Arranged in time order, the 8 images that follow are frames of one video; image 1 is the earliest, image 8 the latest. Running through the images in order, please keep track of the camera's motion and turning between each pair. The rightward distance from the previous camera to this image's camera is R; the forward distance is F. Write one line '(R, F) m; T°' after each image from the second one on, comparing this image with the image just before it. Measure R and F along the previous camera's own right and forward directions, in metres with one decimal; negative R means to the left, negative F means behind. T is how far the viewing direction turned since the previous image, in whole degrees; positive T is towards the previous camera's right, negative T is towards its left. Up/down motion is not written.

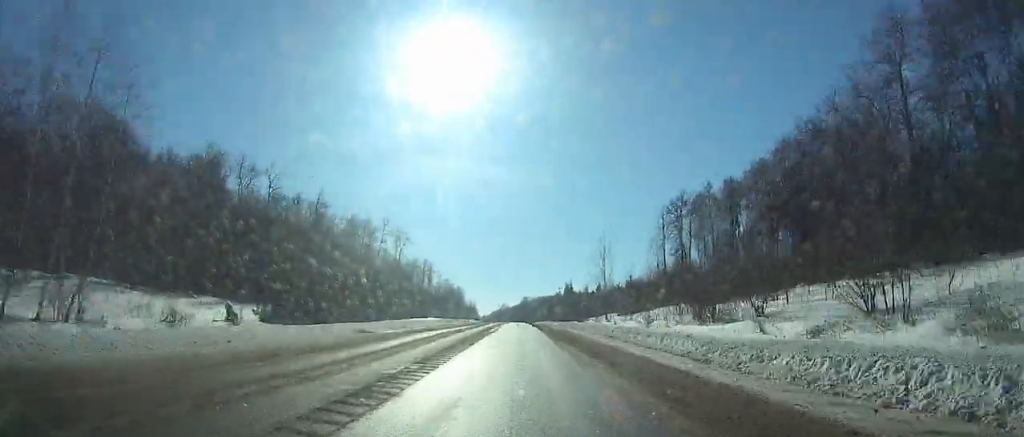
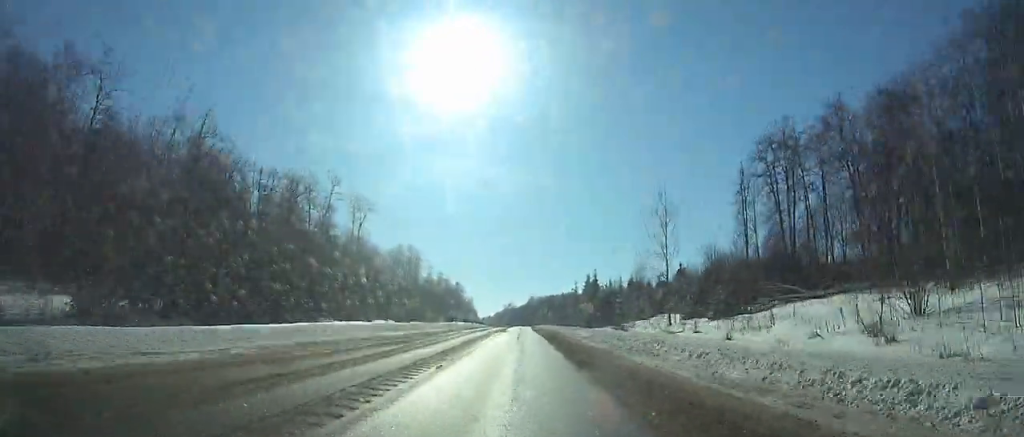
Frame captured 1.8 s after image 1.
(-0.2, +39.6) m; 0°
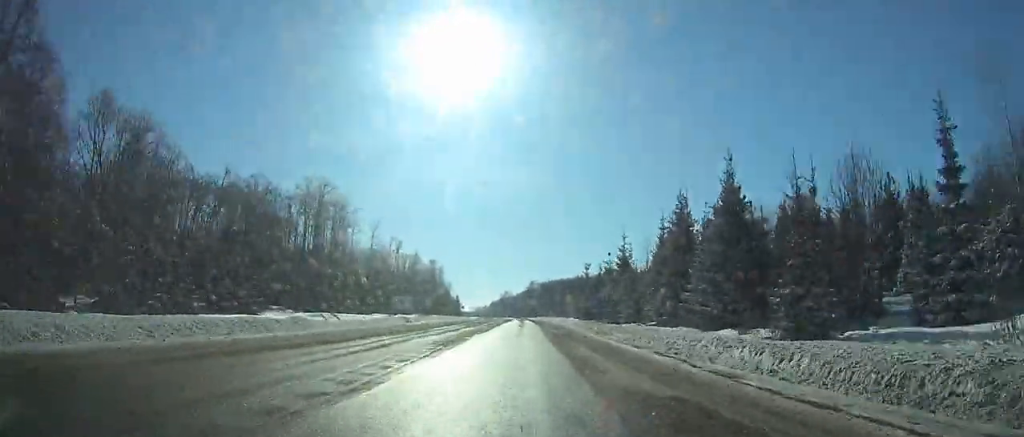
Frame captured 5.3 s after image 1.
(0.0, +75.6) m; 0°
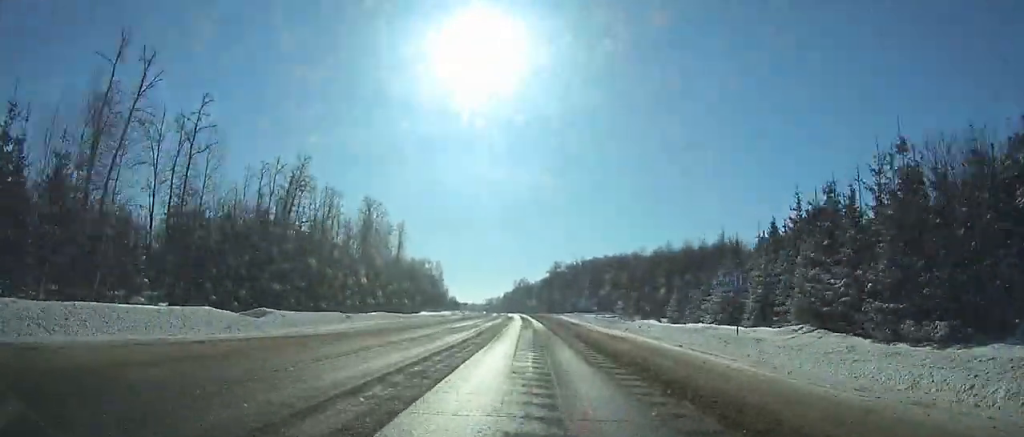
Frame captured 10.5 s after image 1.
(-1.0, +103.7) m; -2°
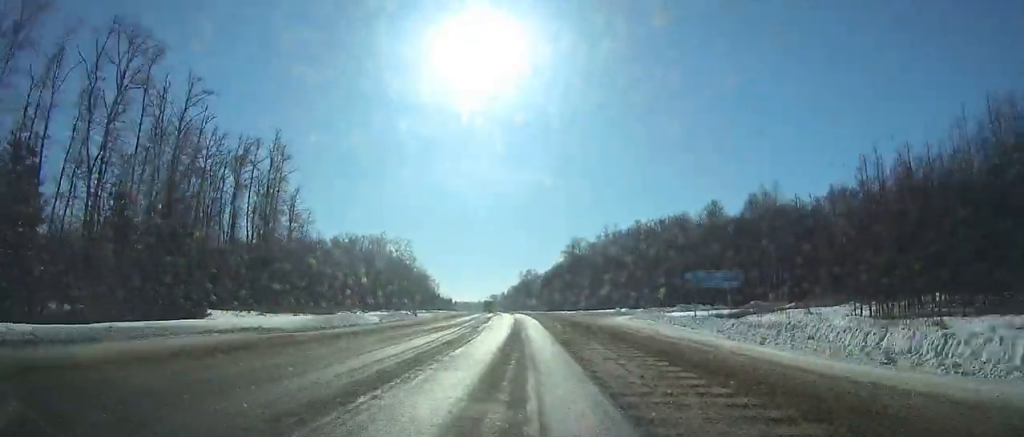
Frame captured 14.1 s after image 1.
(-0.7, +66.5) m; -1°
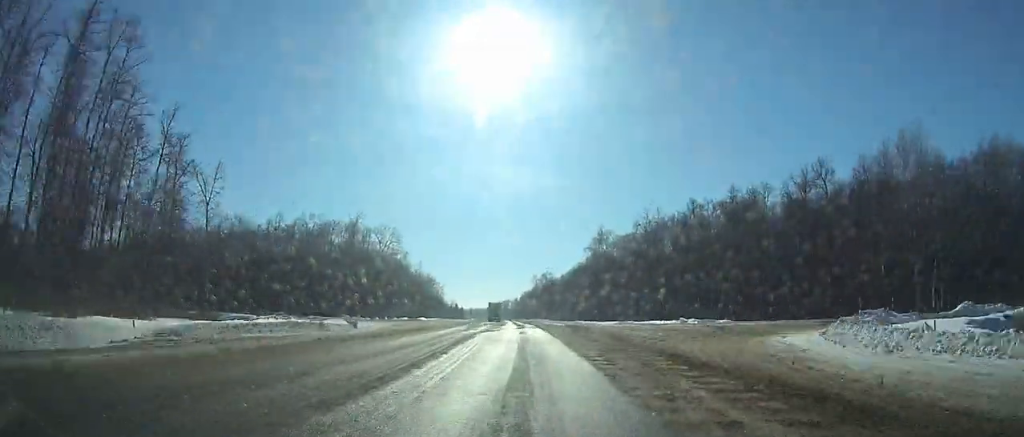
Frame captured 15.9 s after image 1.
(-0.1, +32.2) m; -1°
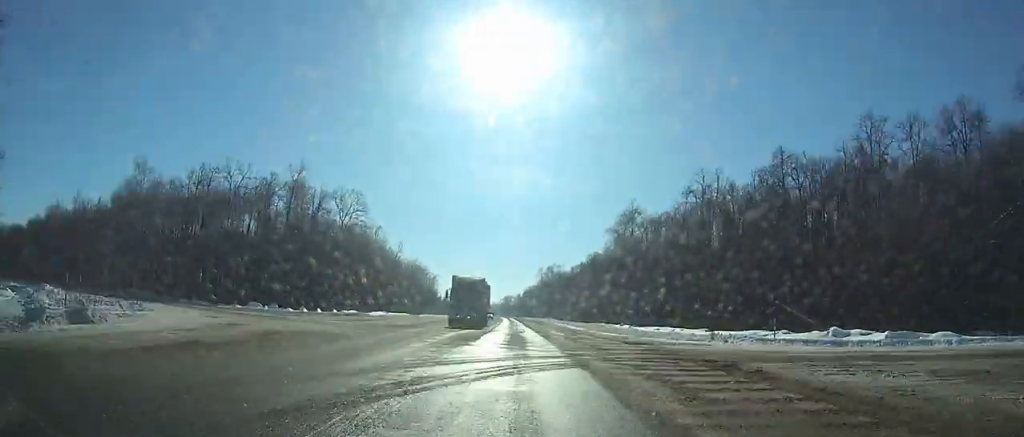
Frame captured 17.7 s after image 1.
(-0.3, +29.2) m; 0°
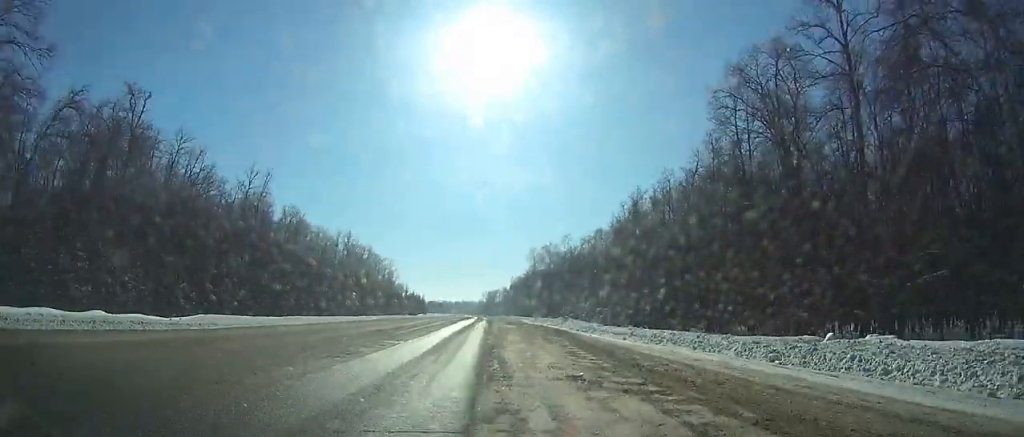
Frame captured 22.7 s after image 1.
(+0.2, +67.2) m; +2°
